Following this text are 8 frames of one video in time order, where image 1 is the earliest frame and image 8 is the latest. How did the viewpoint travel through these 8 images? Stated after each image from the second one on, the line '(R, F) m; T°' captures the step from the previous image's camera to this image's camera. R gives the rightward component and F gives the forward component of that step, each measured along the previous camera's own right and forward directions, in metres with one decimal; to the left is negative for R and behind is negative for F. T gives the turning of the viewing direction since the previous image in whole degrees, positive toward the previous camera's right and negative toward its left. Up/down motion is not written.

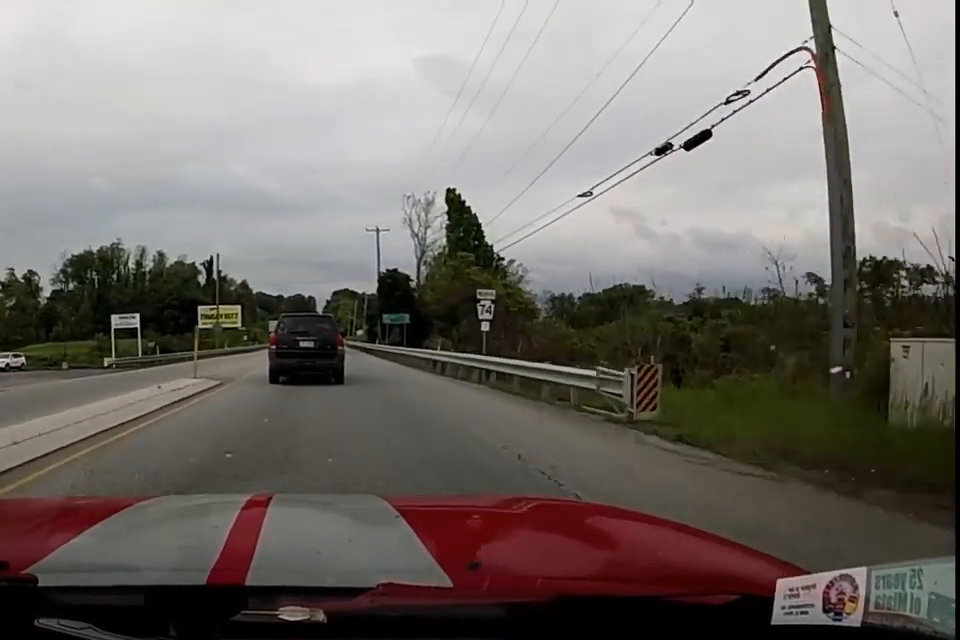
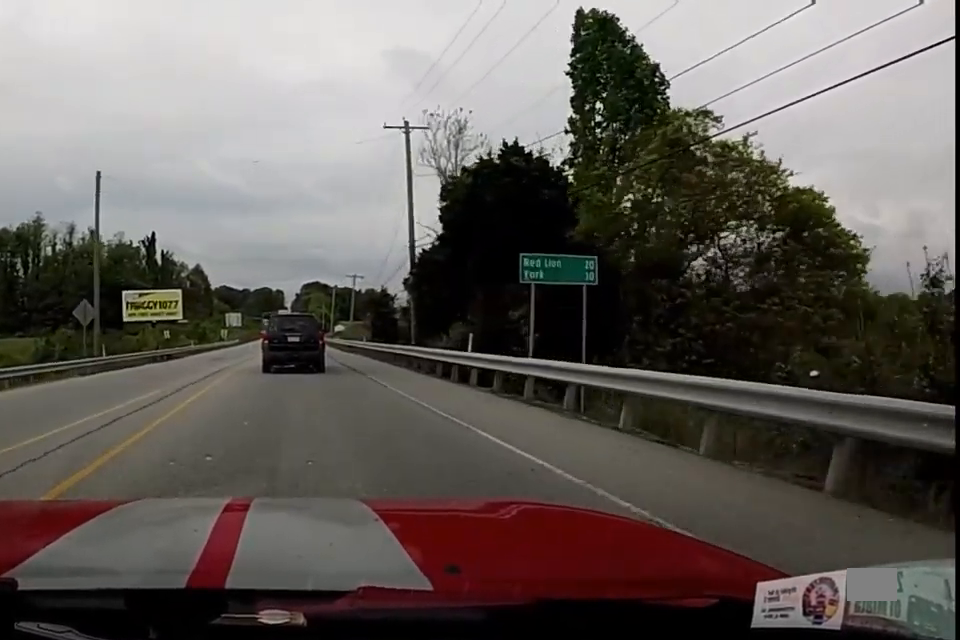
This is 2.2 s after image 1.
(+1.1, +32.1) m; +1°
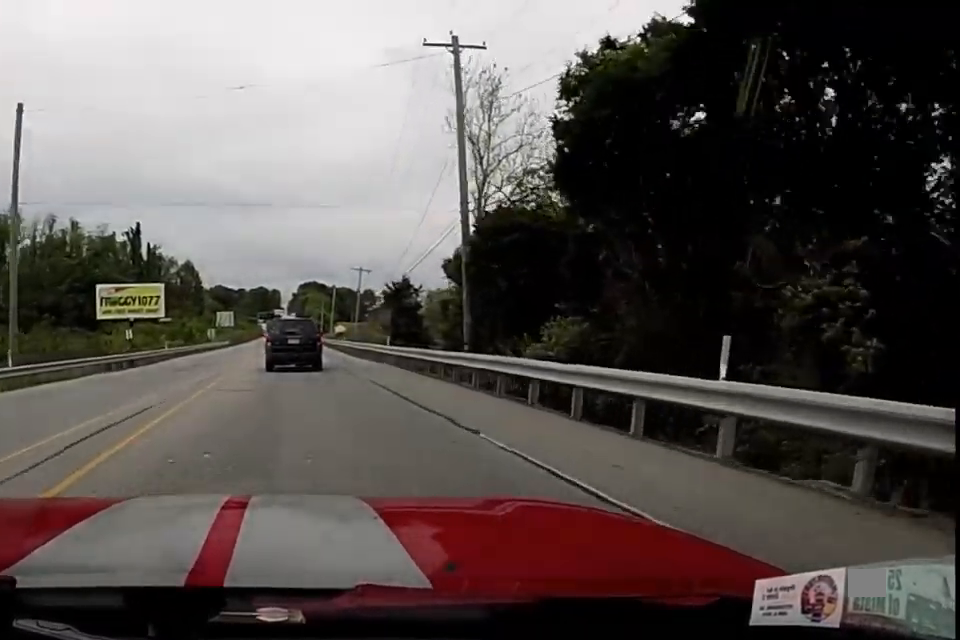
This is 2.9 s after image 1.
(0.0, +10.8) m; 0°
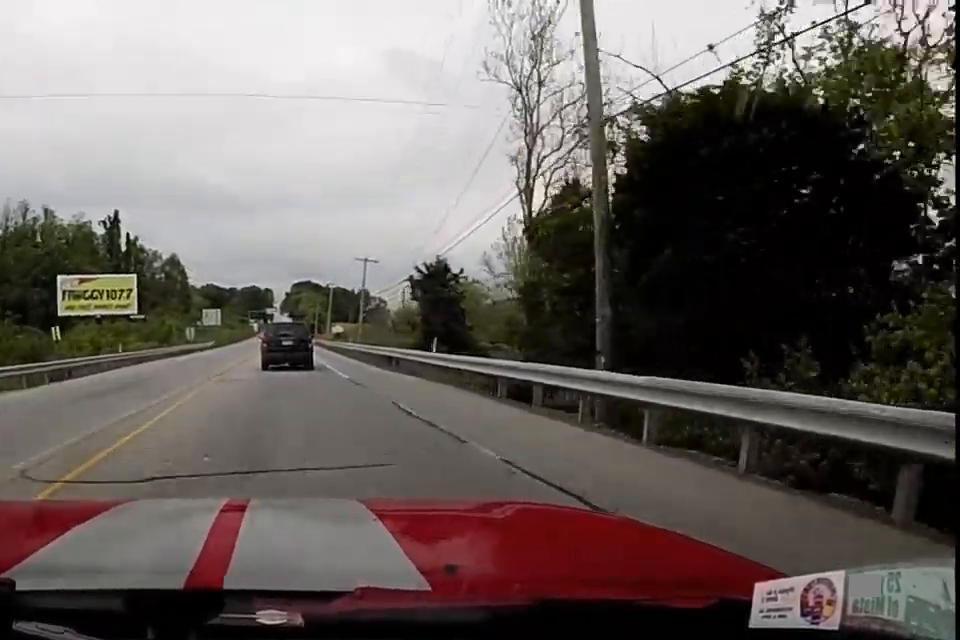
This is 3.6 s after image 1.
(0.0, +11.0) m; 0°
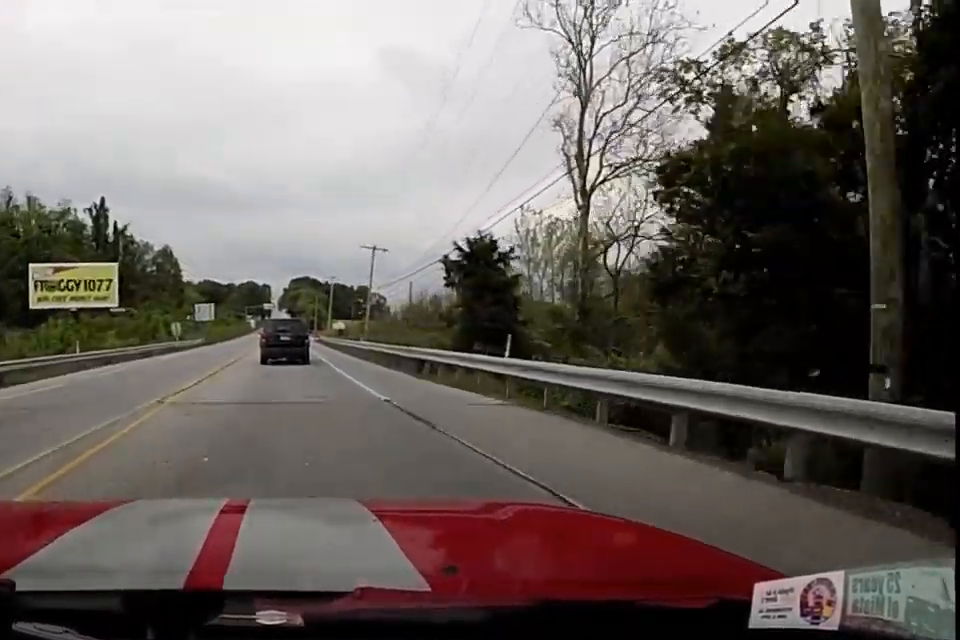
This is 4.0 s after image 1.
(0.0, +6.9) m; 0°
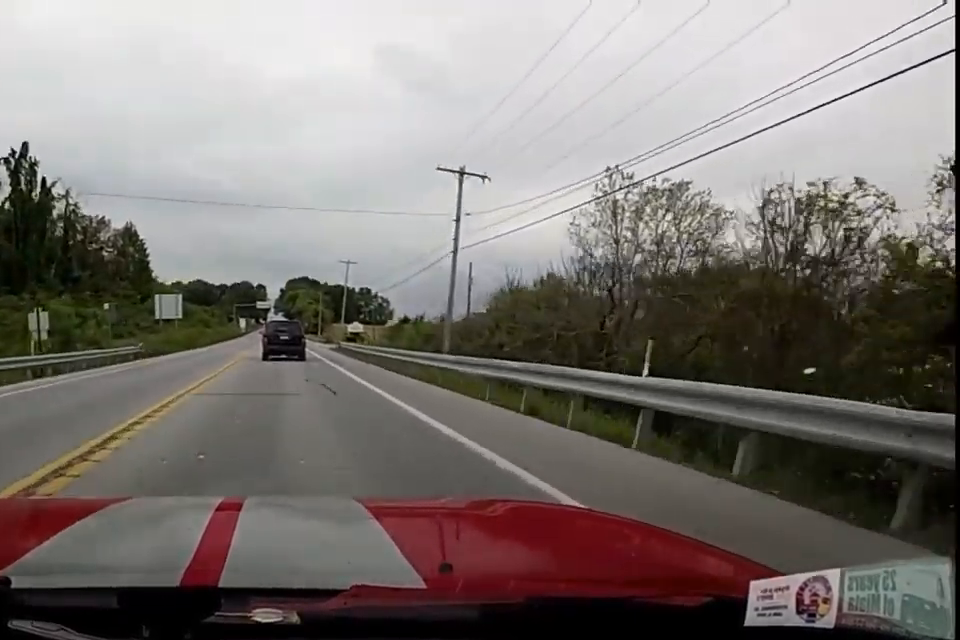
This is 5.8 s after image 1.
(-0.2, +29.6) m; -1°
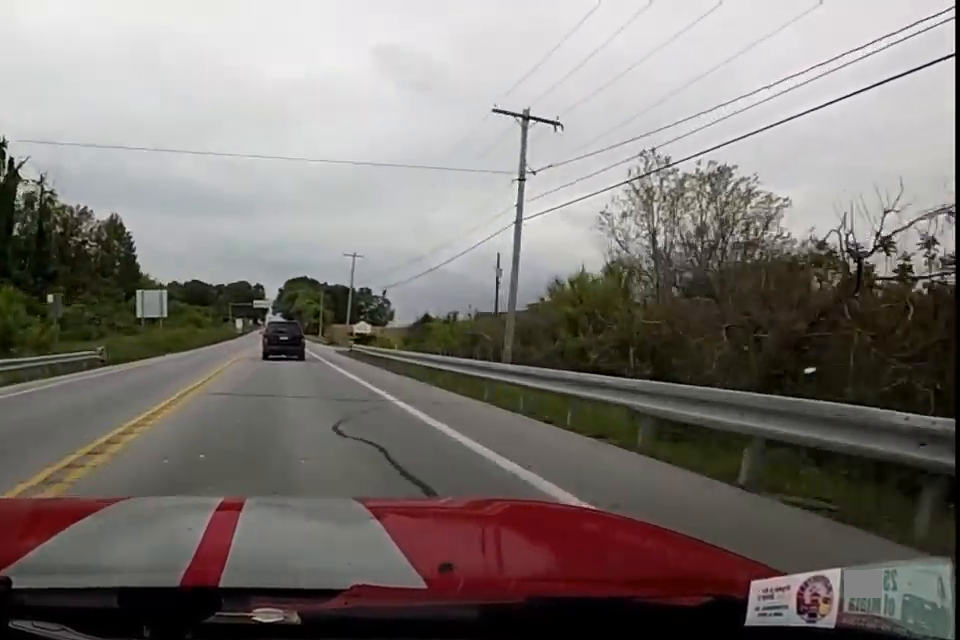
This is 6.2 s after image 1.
(-0.1, +8.3) m; 0°
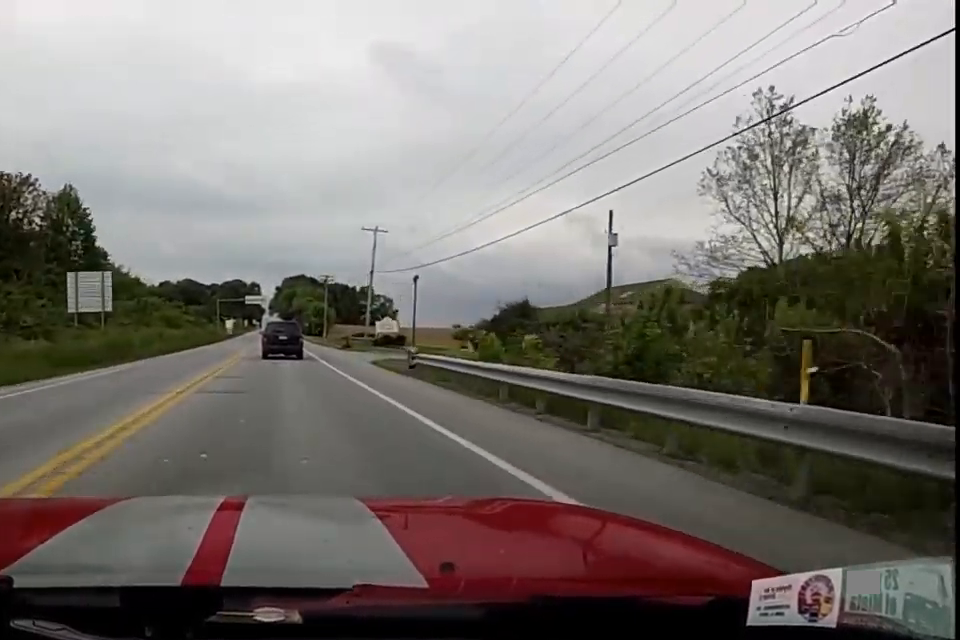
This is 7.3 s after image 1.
(0.0, +18.7) m; 0°
